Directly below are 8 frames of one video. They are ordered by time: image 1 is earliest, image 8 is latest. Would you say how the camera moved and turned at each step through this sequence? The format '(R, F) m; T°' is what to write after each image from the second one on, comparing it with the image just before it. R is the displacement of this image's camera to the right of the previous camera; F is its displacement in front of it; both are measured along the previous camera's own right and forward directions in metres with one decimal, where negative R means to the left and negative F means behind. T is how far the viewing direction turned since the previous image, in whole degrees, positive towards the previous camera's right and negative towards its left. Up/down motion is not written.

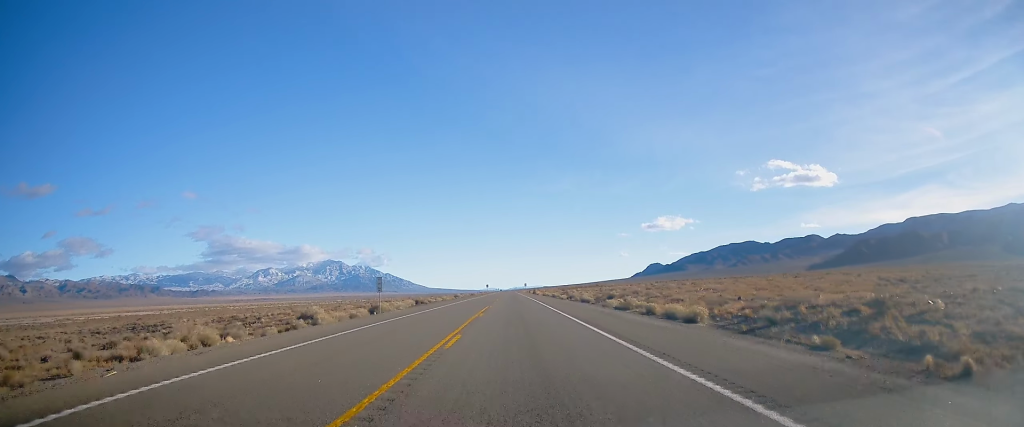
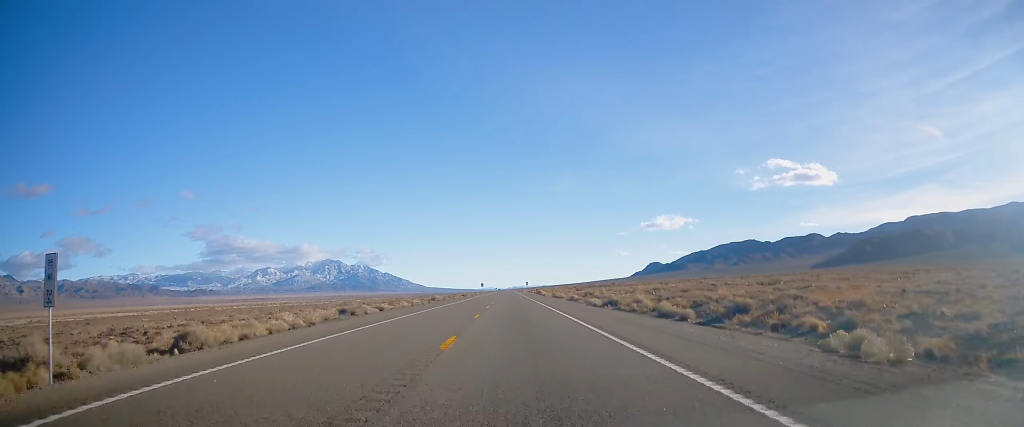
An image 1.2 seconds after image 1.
(+0.1, +37.0) m; -1°
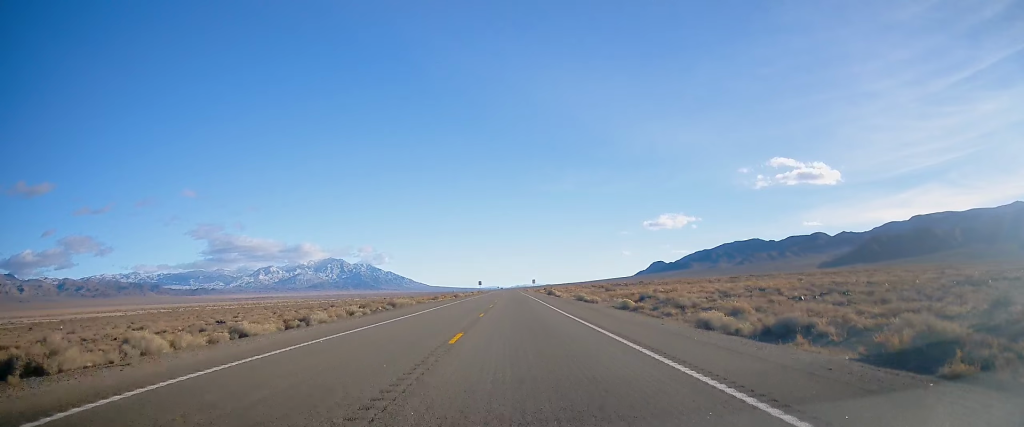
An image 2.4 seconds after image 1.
(-0.6, +35.8) m; 0°
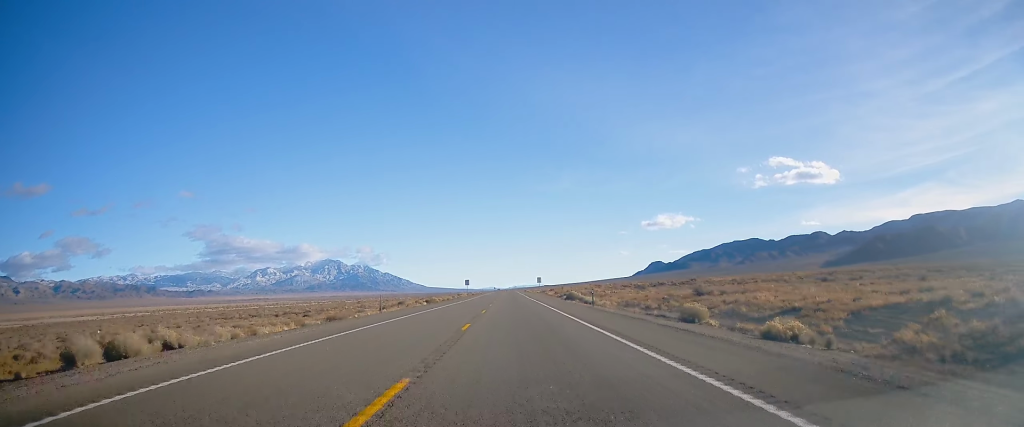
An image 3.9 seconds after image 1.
(+0.4, +45.7) m; +1°
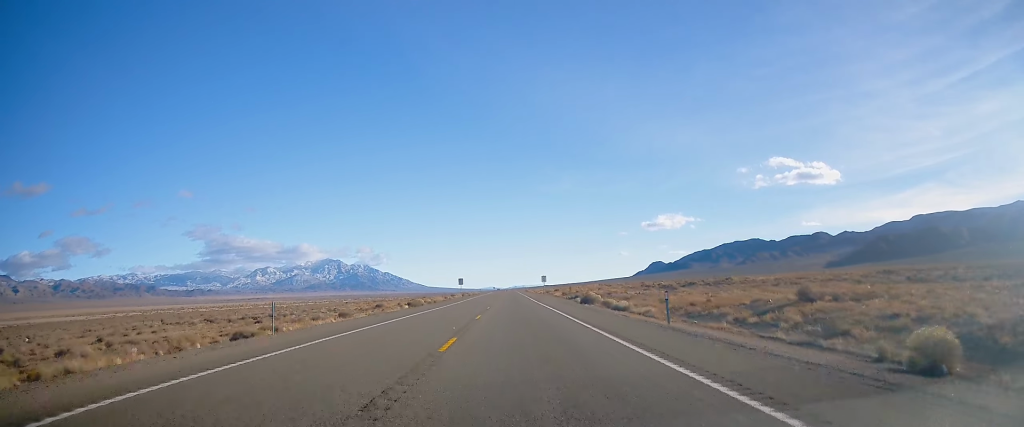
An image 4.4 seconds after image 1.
(-0.1, +17.6) m; 0°
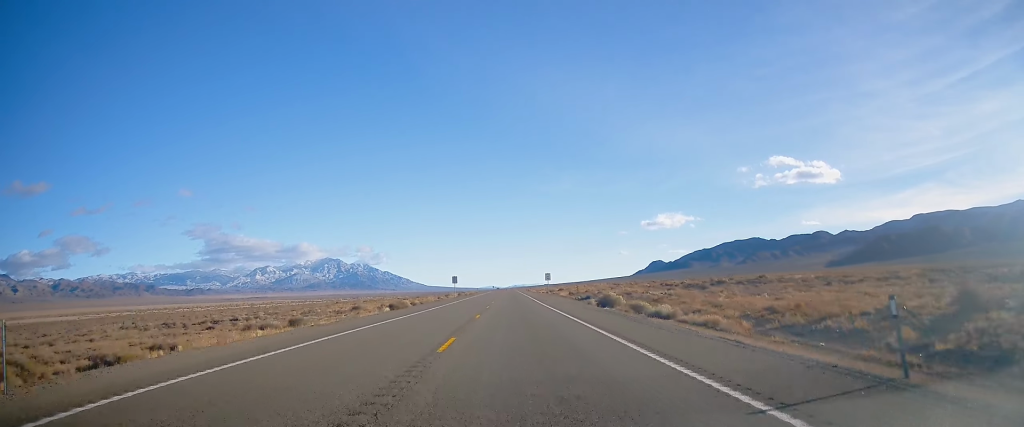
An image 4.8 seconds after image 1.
(+0.2, +12.4) m; 0°
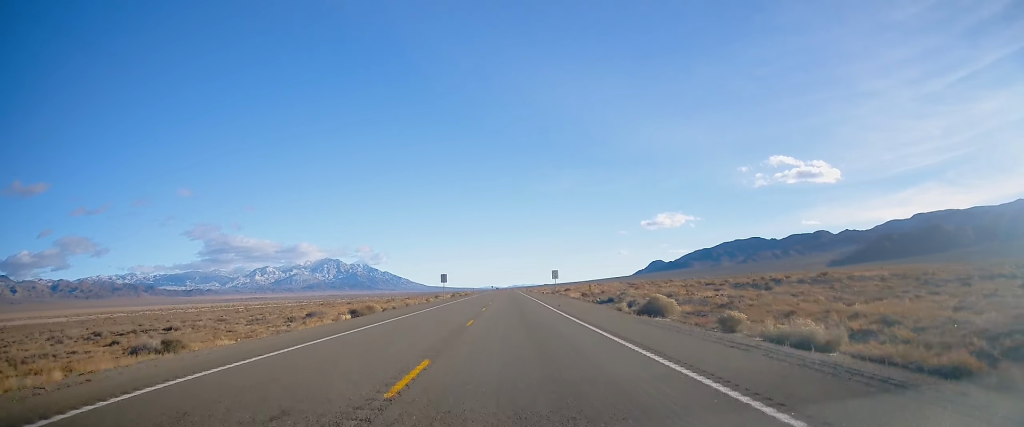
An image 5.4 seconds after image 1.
(+0.3, +16.6) m; 0°
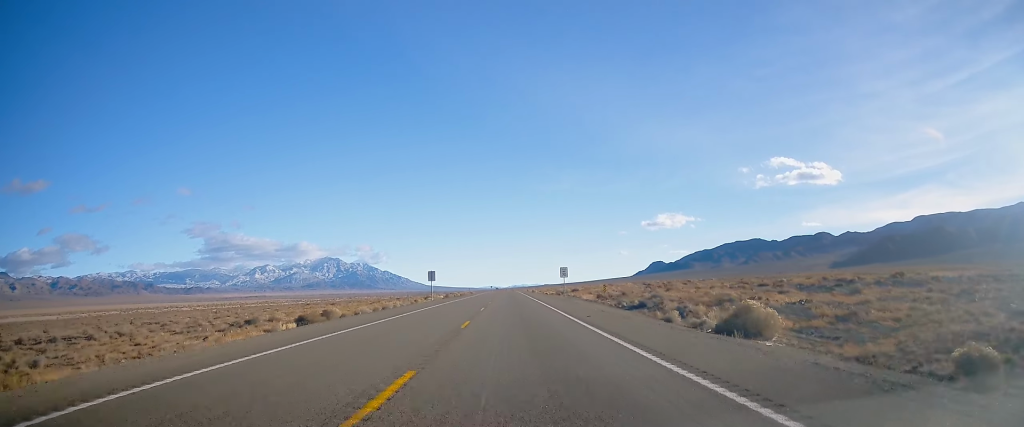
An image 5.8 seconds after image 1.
(-0.3, +13.7) m; 0°
